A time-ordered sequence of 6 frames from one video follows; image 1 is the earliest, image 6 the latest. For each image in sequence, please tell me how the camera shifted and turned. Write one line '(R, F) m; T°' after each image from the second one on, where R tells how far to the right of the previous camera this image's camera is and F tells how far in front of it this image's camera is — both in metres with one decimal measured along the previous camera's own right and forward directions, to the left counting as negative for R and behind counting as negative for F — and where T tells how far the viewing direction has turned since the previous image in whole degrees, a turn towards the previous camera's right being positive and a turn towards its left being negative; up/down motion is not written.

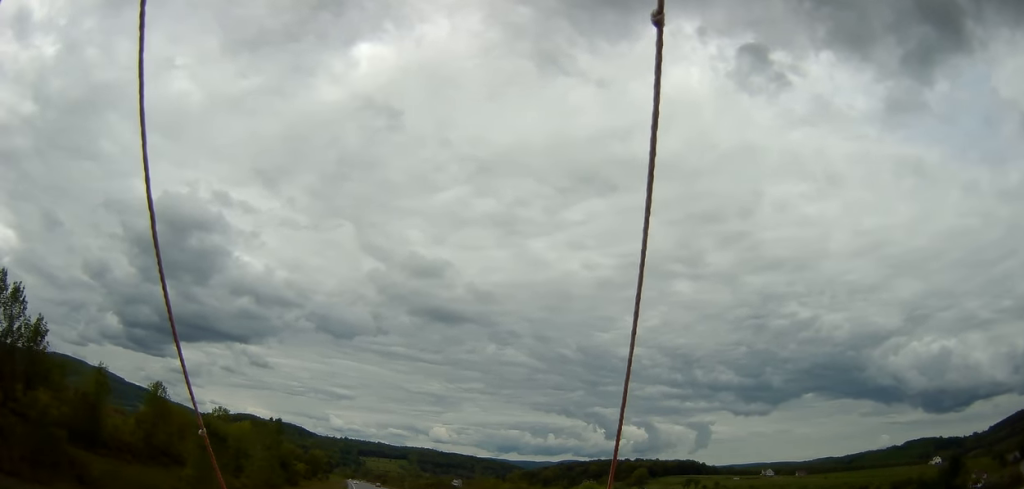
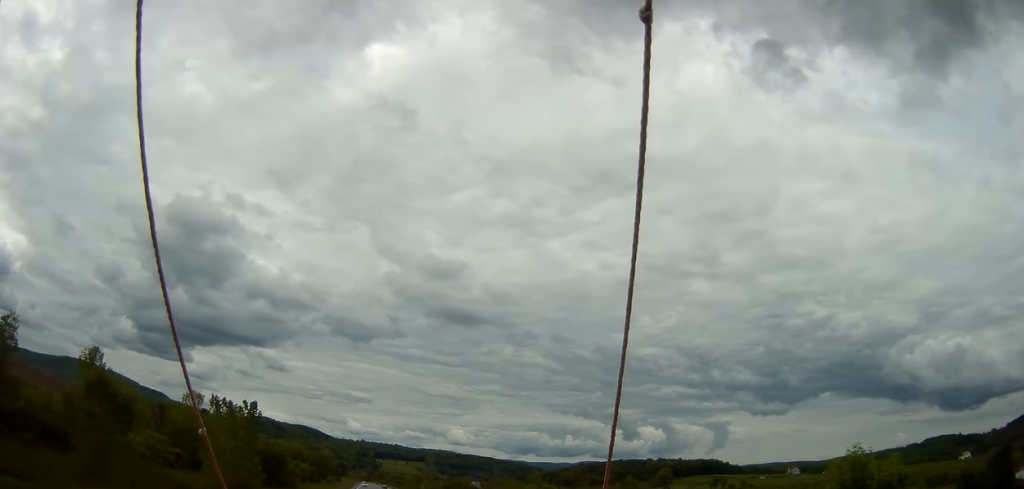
(-0.4, +23.6) m; -2°
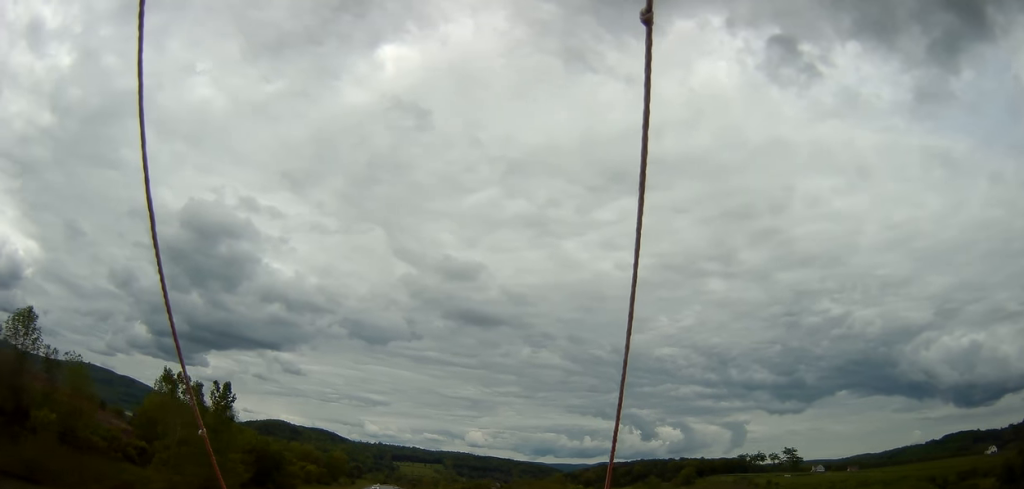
(-0.2, +17.6) m; -1°
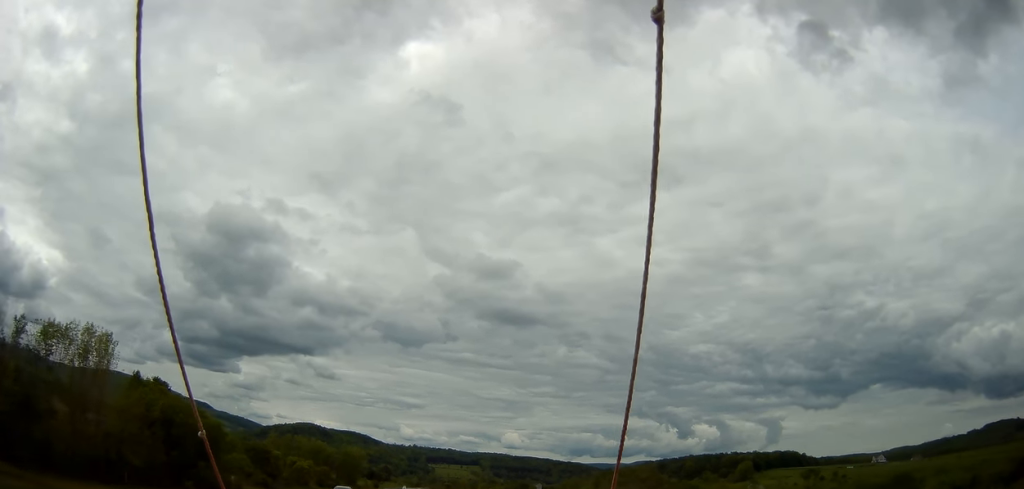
(-1.7, +58.6) m; -3°
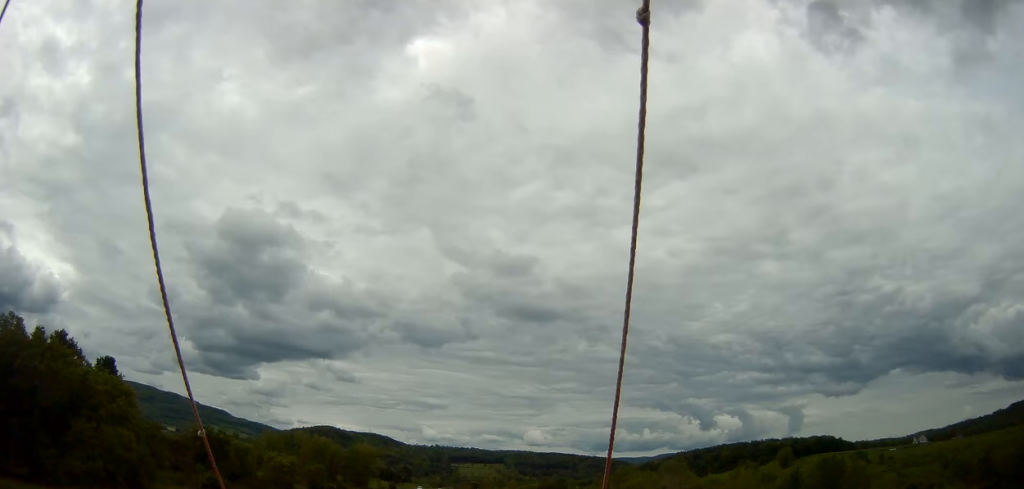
(-0.8, +39.4) m; -2°
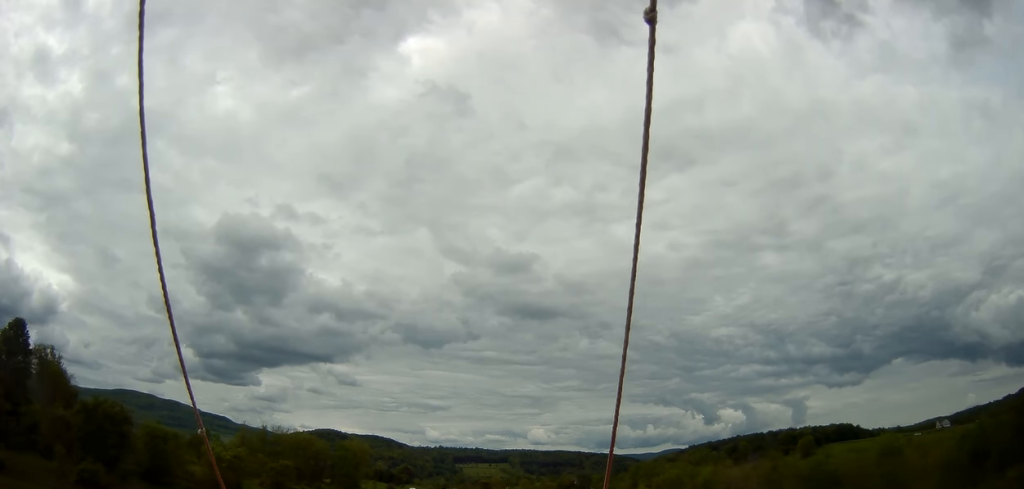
(-0.4, +35.3) m; -1°
